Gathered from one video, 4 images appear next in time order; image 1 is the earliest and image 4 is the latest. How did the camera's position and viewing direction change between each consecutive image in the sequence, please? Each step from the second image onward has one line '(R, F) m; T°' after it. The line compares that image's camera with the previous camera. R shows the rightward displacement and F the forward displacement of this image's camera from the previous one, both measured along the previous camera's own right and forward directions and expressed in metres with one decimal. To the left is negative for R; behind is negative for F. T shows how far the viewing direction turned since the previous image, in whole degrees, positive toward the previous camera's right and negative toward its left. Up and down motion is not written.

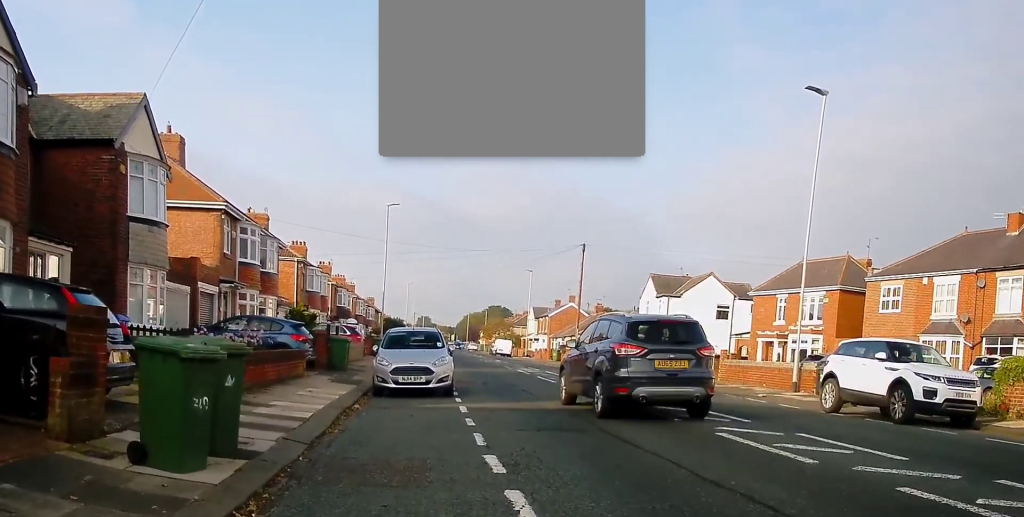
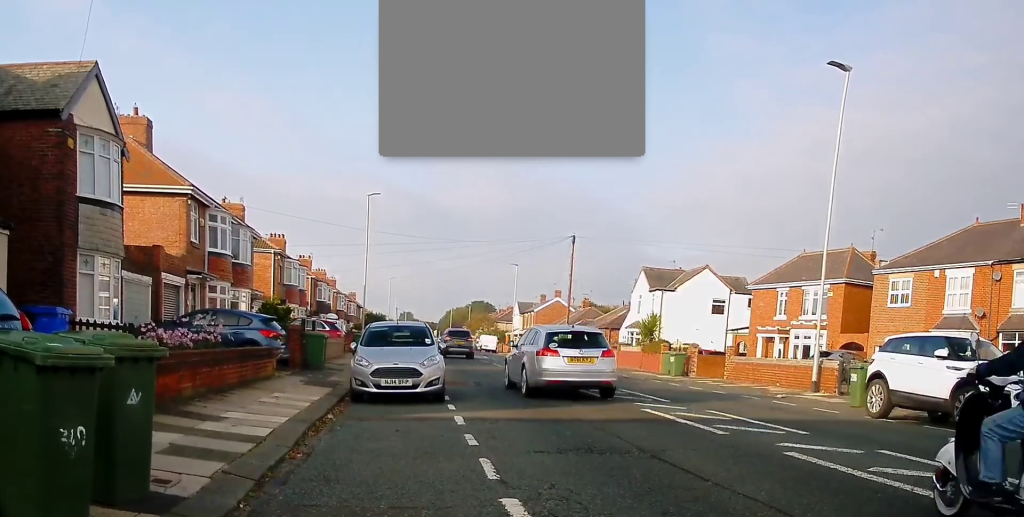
(-0.2, +2.3) m; 0°
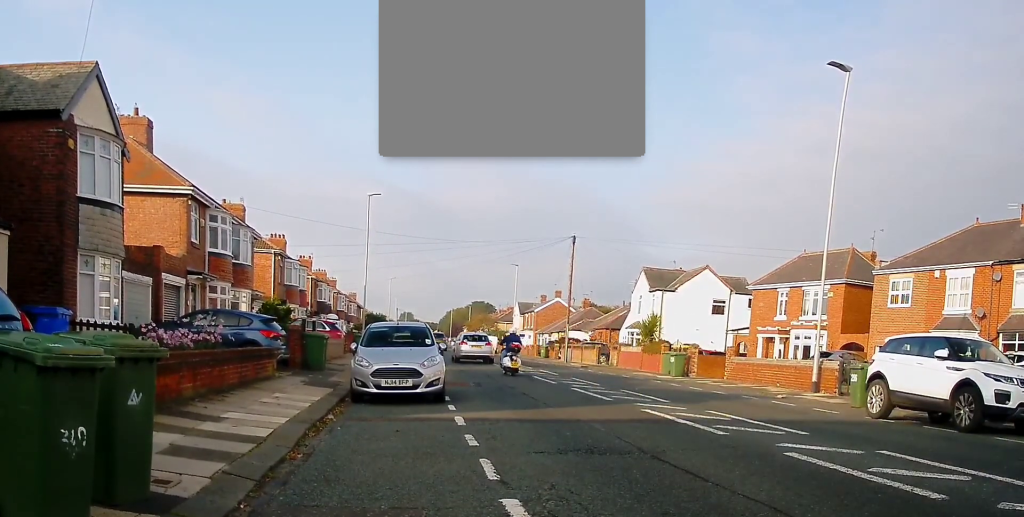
(0.0, 0.0) m; 0°
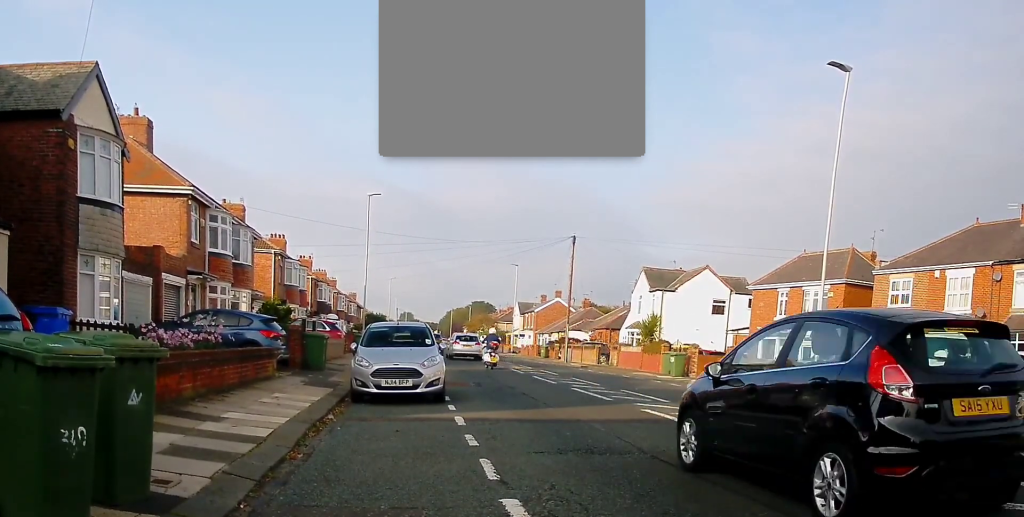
(0.0, 0.0) m; 0°
